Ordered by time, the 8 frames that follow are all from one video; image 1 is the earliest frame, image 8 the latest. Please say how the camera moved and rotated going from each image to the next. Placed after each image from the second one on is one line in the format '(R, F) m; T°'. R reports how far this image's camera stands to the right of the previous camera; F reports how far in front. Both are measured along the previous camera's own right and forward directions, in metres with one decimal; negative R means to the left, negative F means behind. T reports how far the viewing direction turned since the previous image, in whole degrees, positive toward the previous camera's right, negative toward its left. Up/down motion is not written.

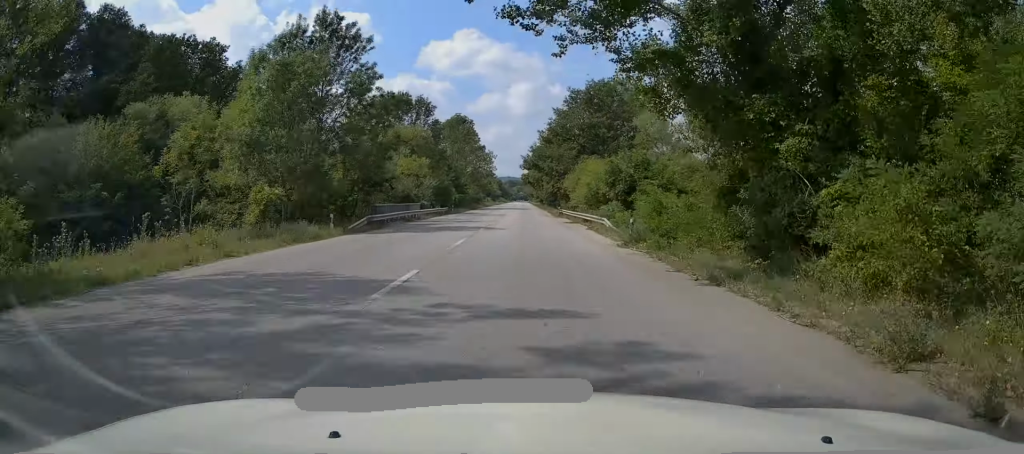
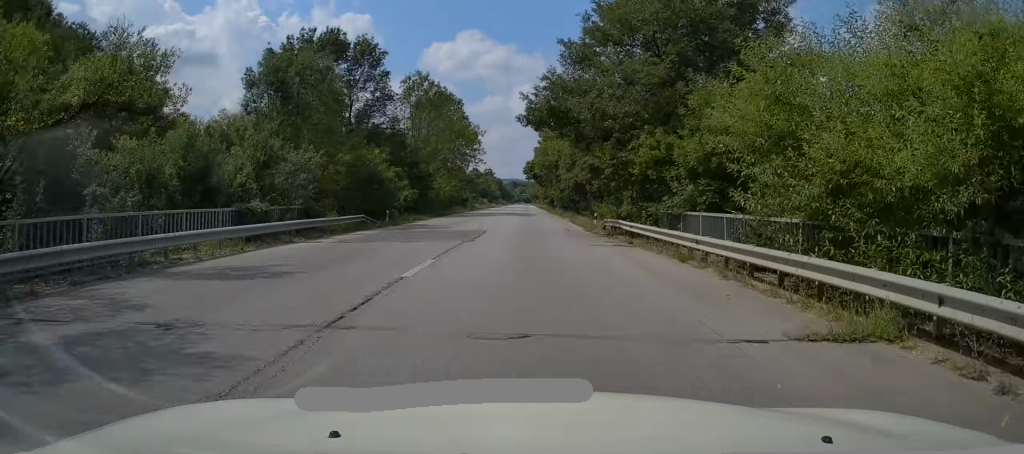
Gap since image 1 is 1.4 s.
(0.0, +33.6) m; 0°
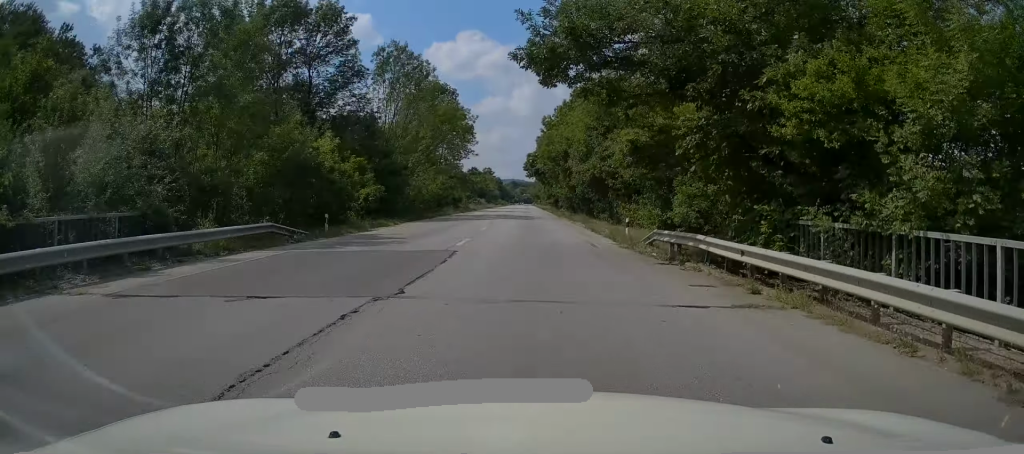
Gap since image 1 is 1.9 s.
(0.0, +10.9) m; 0°
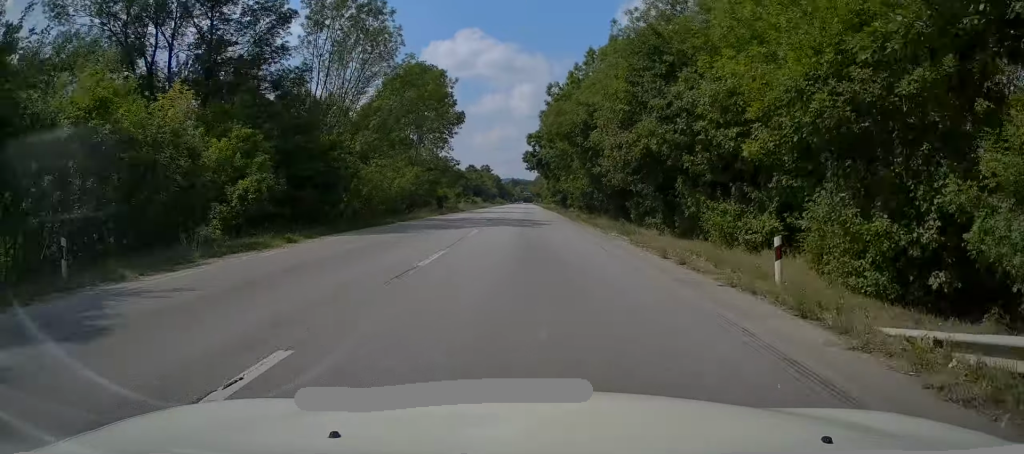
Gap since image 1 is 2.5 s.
(+0.1, +14.8) m; -1°
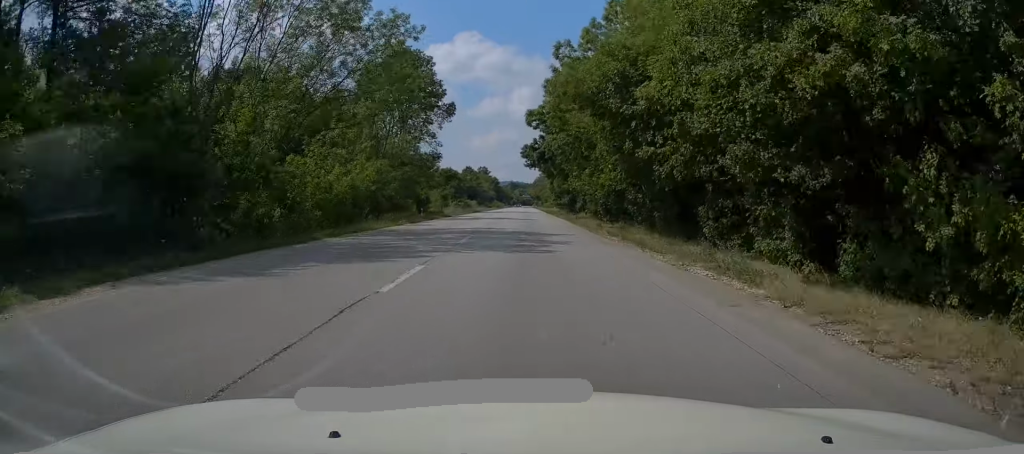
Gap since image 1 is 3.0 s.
(-0.1, +11.7) m; 0°
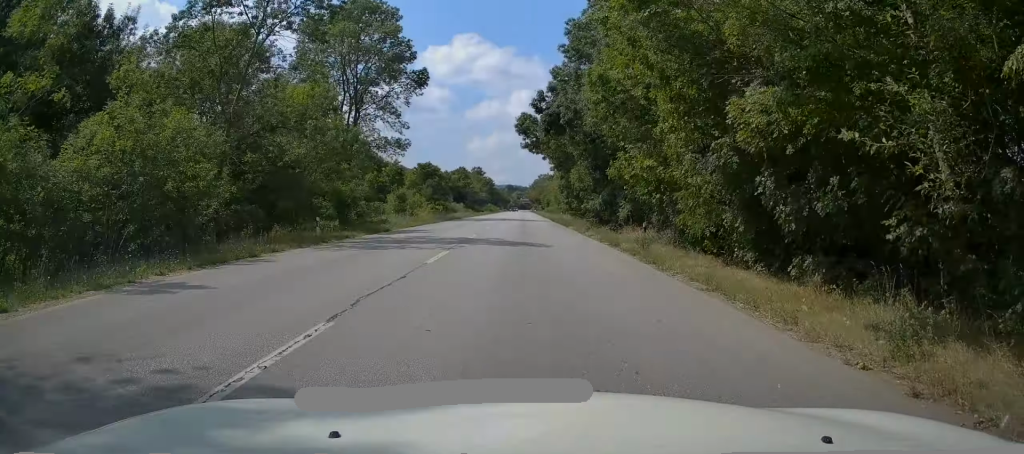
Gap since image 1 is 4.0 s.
(-0.1, +22.7) m; 0°
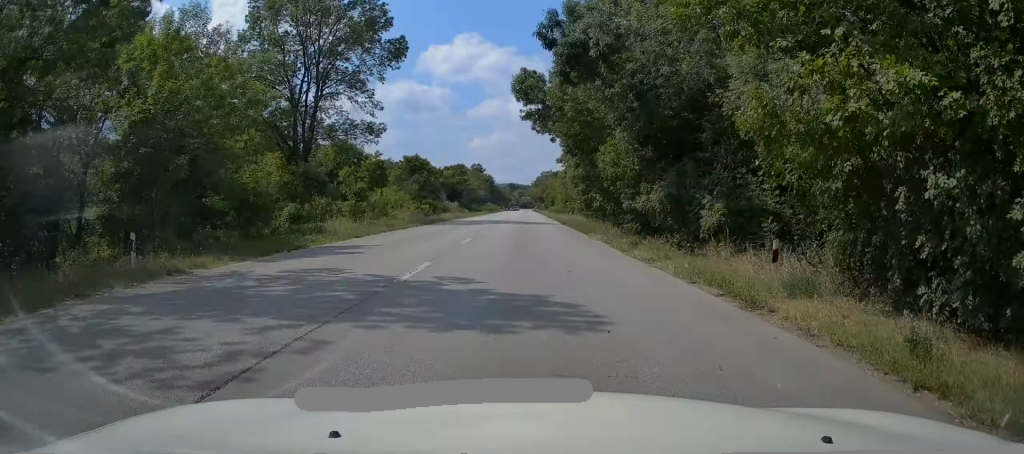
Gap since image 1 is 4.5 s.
(+0.1, +11.7) m; 0°
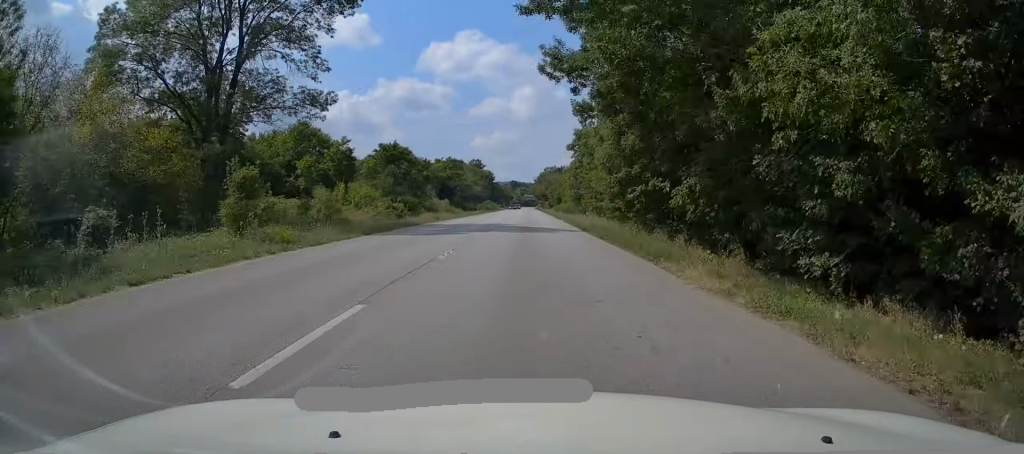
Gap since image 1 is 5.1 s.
(+0.1, +14.0) m; 0°
